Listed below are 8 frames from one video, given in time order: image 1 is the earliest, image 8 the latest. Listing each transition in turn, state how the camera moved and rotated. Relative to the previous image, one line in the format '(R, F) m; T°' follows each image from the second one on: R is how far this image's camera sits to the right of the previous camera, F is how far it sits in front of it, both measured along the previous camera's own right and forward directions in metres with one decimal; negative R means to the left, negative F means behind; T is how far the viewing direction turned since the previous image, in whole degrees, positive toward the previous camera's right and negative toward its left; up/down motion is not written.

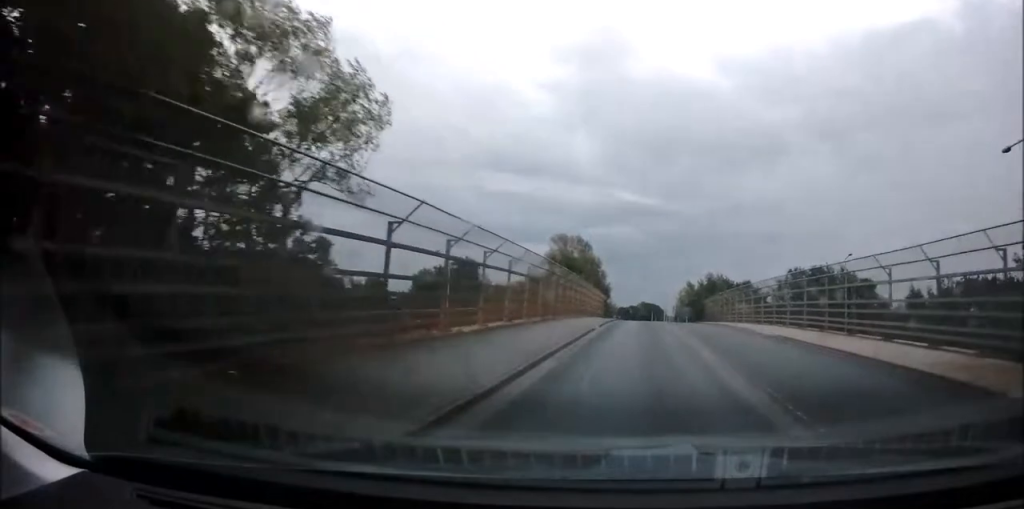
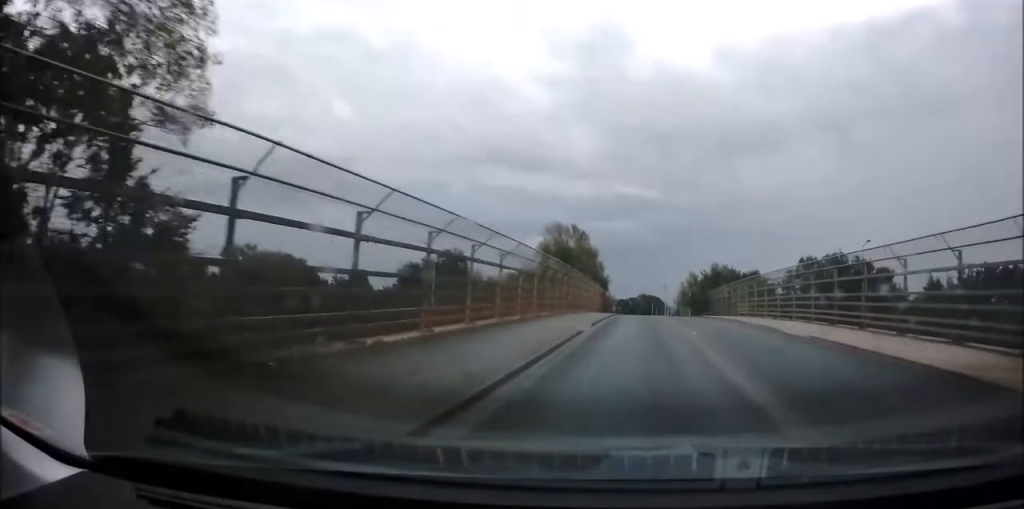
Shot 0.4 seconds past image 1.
(+0.3, +4.9) m; 0°
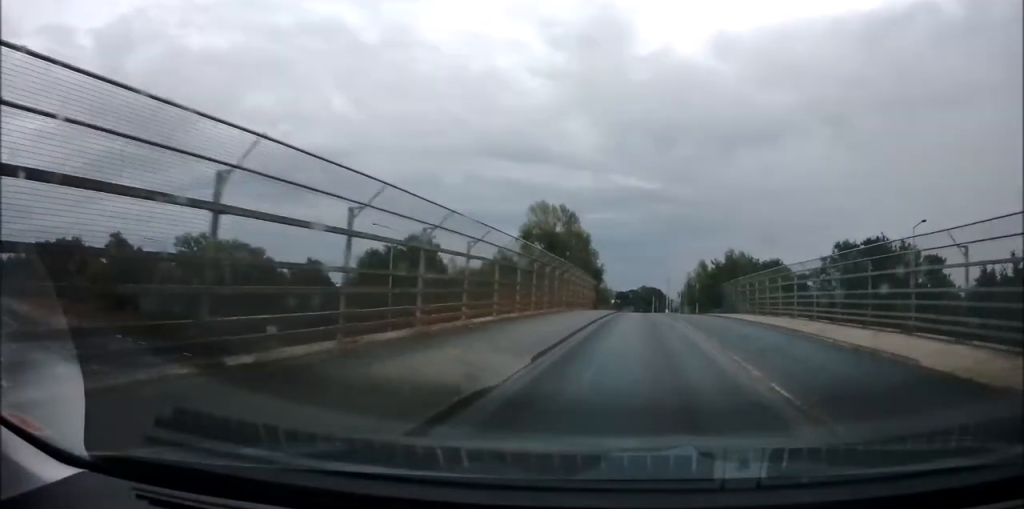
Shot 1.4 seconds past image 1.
(-0.3, +11.1) m; -1°
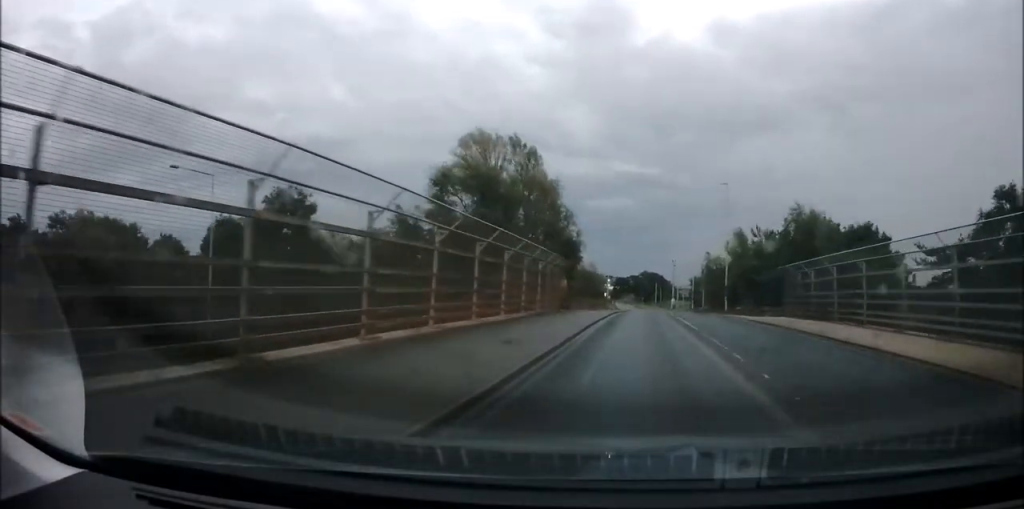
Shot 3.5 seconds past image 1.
(+0.1, +25.2) m; +1°
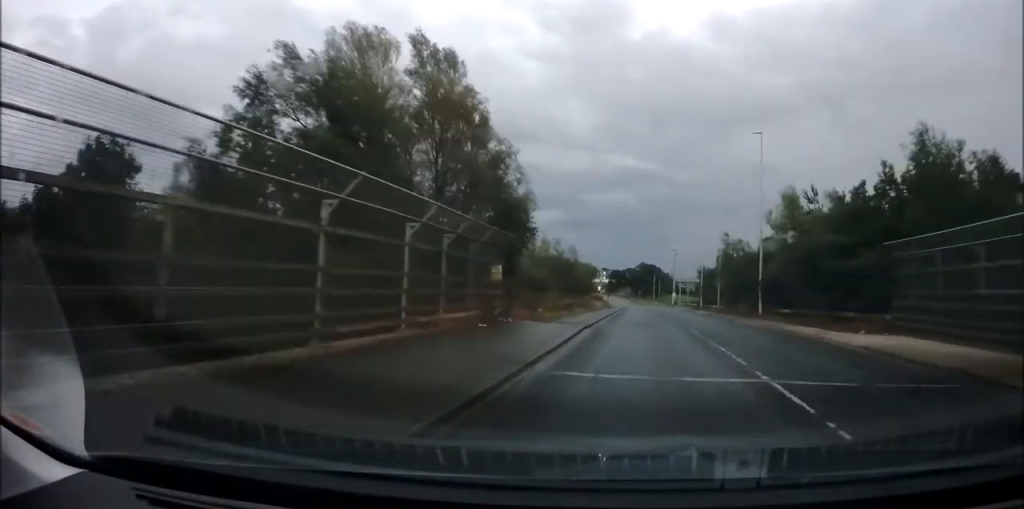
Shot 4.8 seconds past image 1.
(+0.2, +16.7) m; -1°
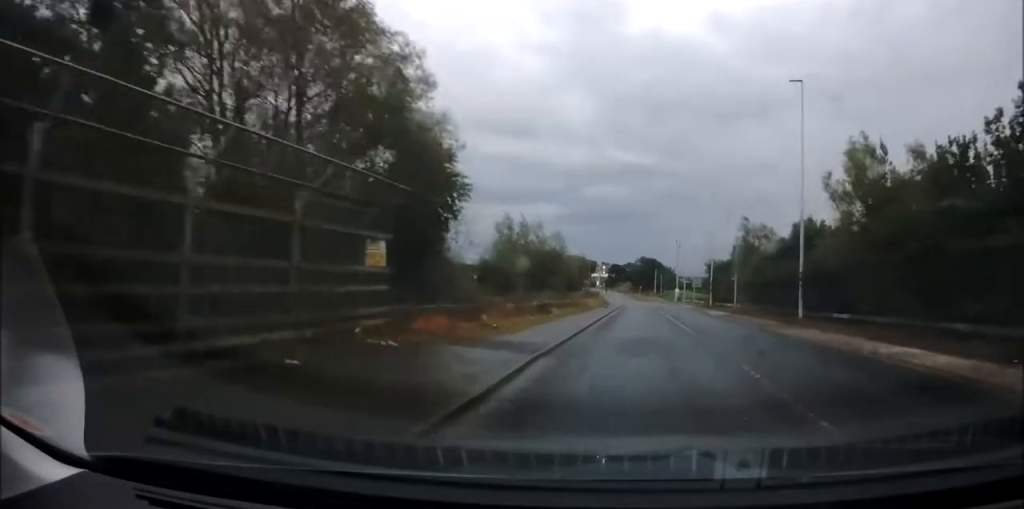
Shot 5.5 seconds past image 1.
(-0.4, +9.6) m; 0°
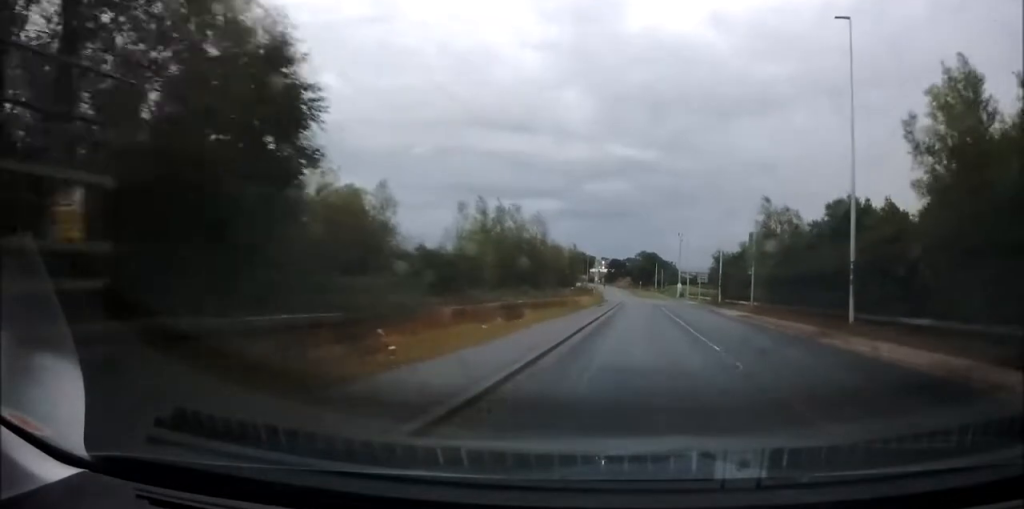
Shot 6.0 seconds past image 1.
(+0.1, +7.2) m; +1°
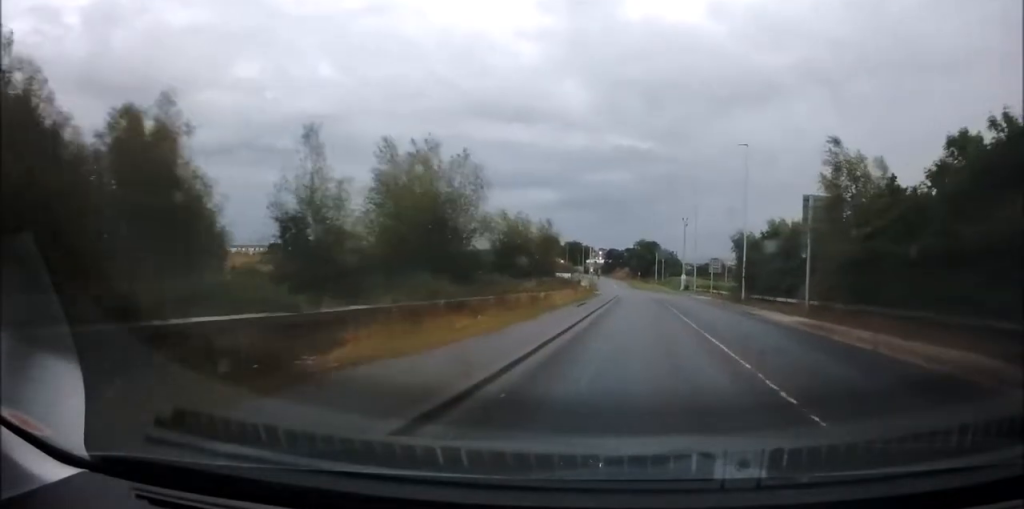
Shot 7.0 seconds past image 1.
(+0.4, +13.7) m; +1°
